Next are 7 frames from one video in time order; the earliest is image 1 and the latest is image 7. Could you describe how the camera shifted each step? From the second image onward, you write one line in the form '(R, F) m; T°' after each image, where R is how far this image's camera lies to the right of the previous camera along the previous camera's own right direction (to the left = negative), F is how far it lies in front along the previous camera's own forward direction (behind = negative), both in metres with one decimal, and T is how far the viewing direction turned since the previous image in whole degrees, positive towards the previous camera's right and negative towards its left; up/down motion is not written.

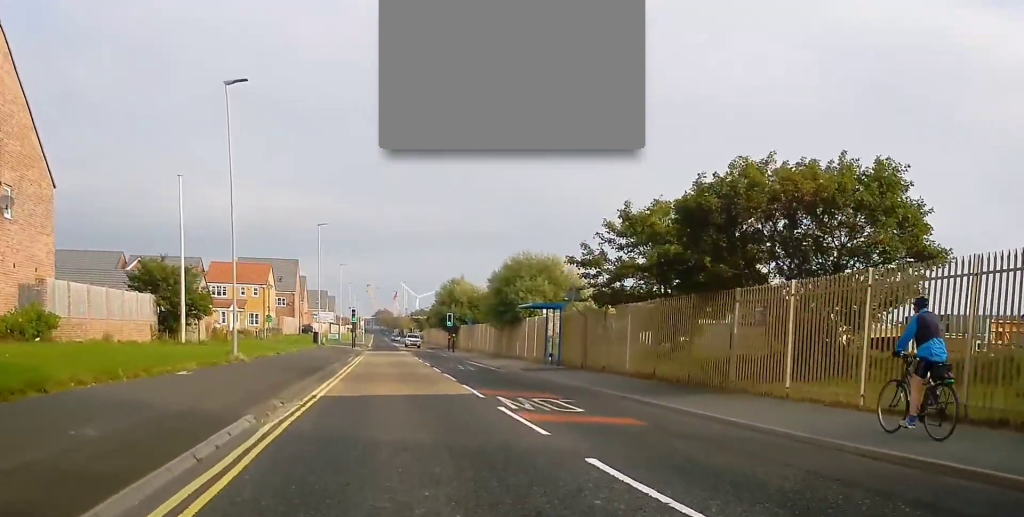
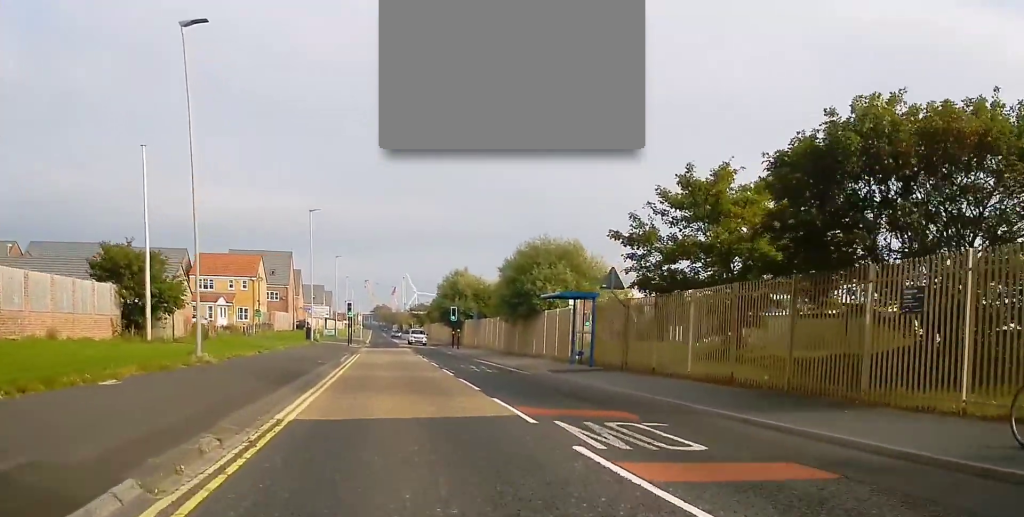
(+0.1, +5.6) m; +1°
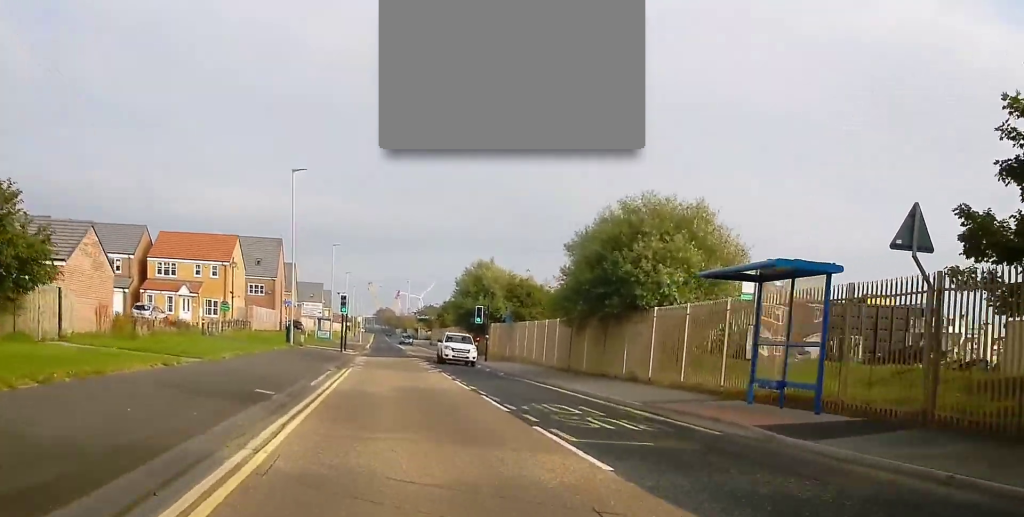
(+0.1, +15.4) m; 0°
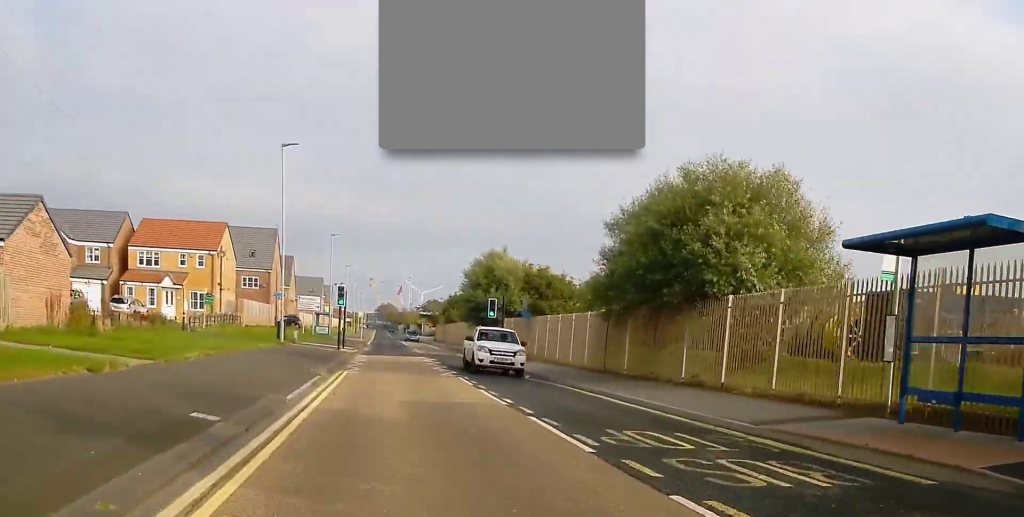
(0.0, +5.3) m; 0°
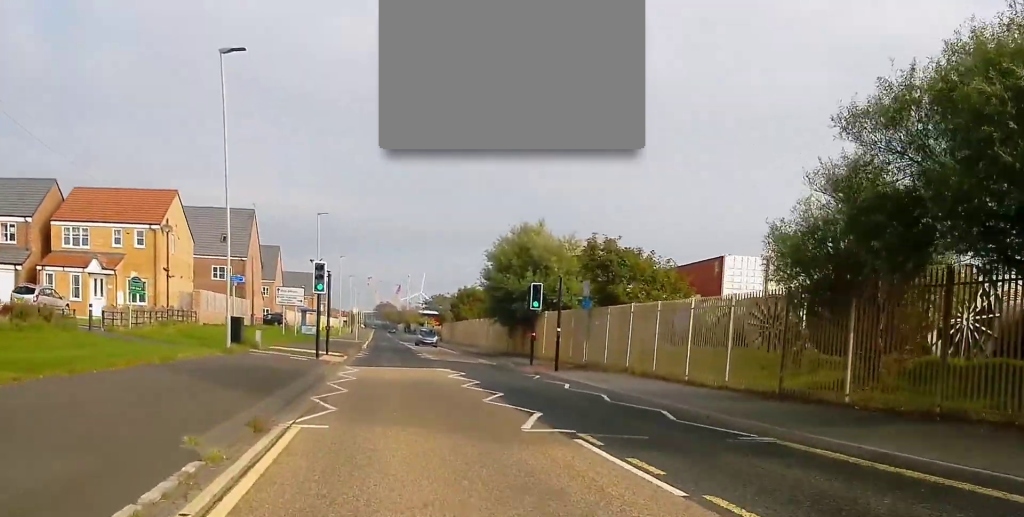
(0.0, +13.8) m; 0°
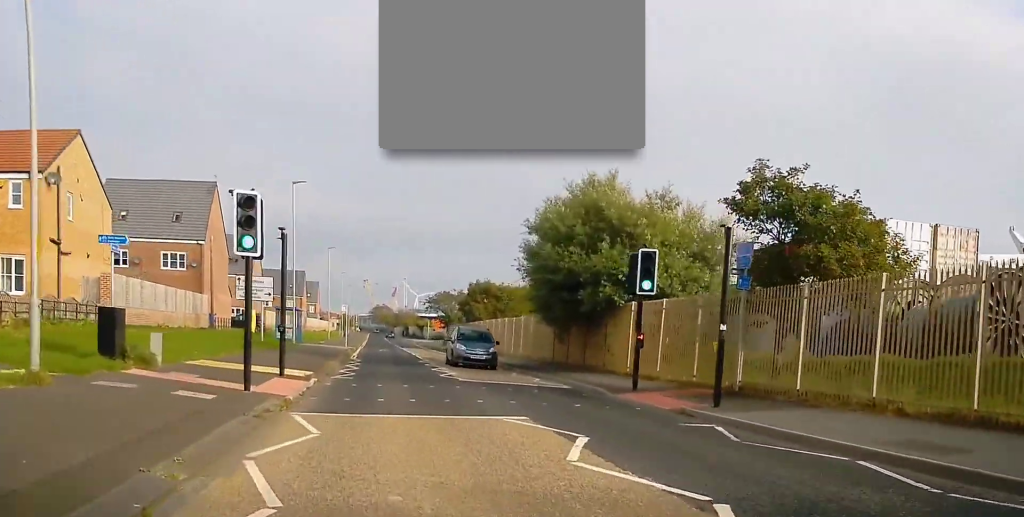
(0.0, +14.6) m; 0°
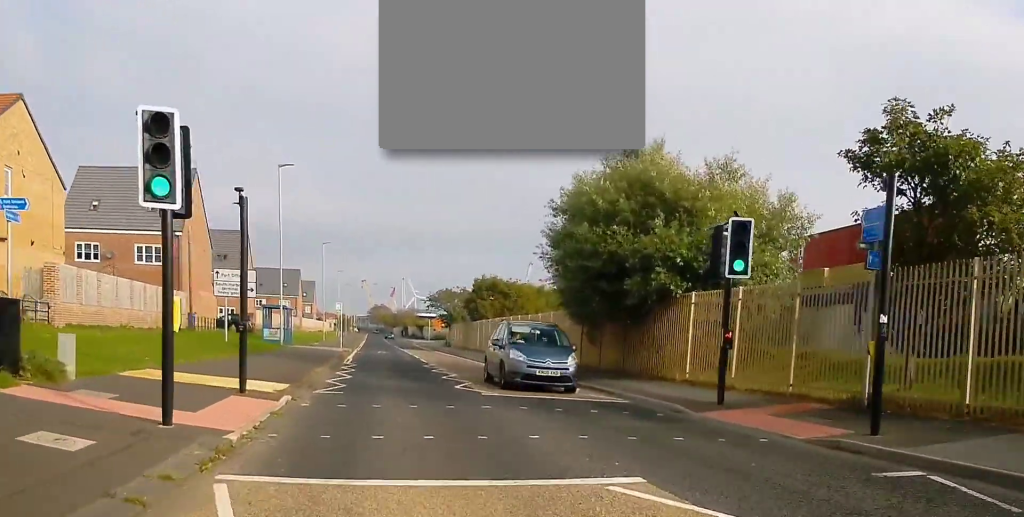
(0.0, +5.3) m; 0°
